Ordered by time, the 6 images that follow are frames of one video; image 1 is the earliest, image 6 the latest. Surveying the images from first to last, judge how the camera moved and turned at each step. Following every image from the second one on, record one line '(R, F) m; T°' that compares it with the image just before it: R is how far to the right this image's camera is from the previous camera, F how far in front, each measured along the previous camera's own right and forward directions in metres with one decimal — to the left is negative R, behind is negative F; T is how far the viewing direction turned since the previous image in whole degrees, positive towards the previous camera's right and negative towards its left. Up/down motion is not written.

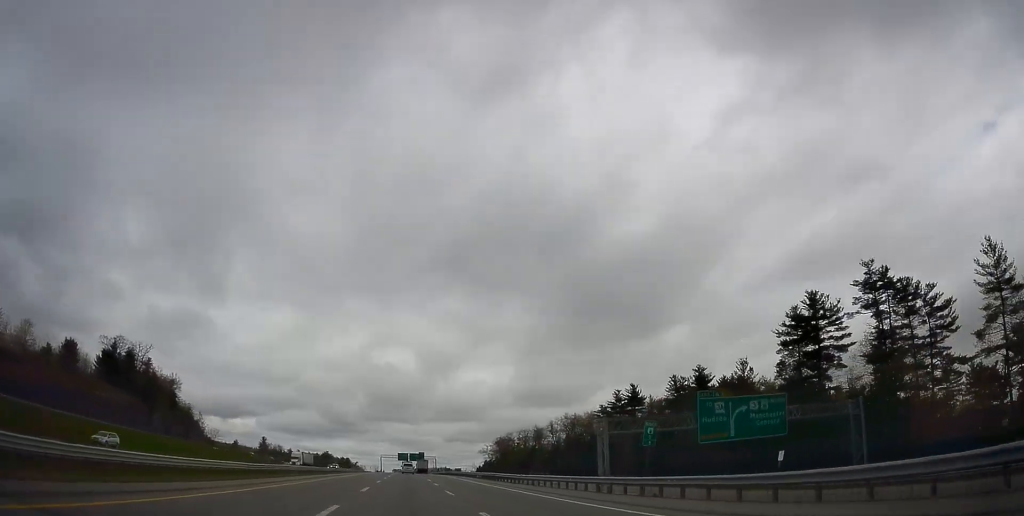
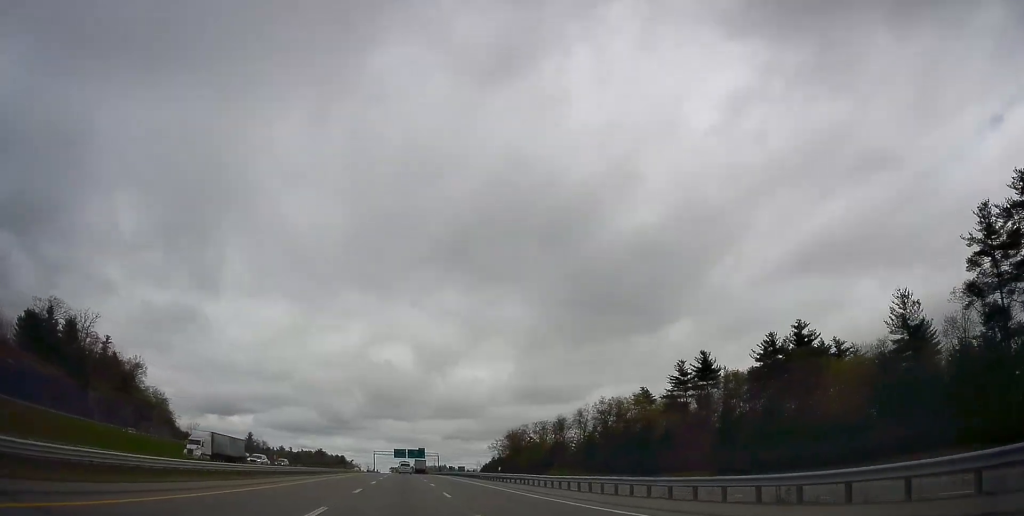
(+0.2, +37.6) m; +1°
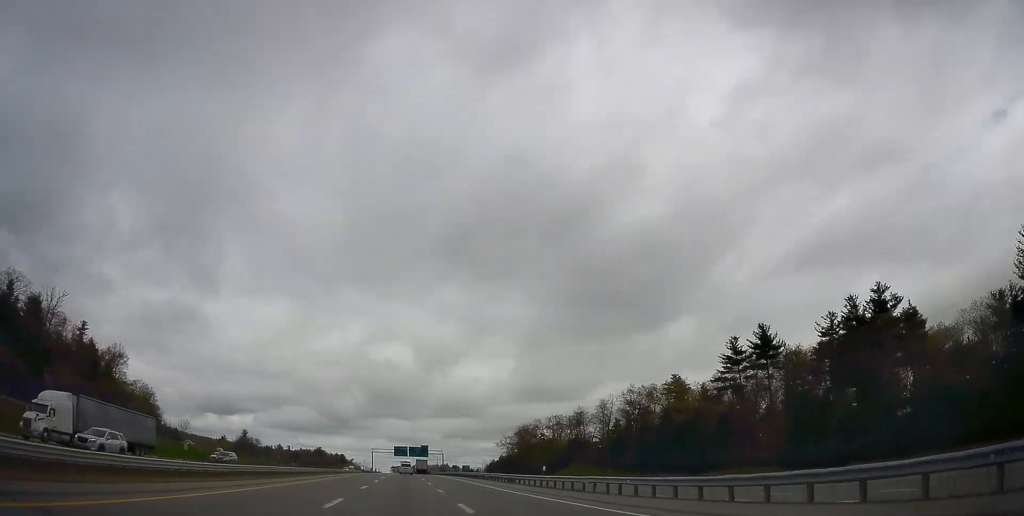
(+0.2, +19.6) m; 0°
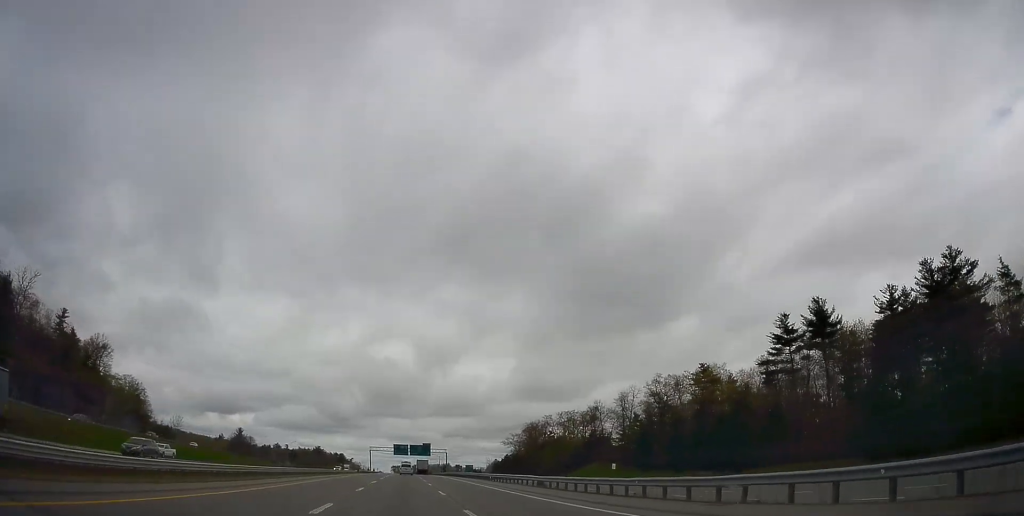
(-0.1, +14.3) m; 0°
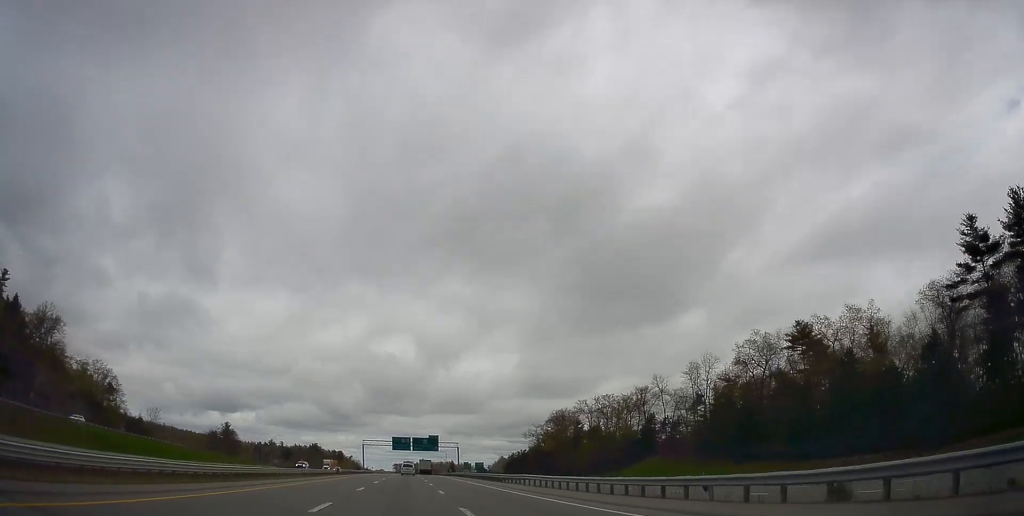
(-0.2, +35.9) m; 0°
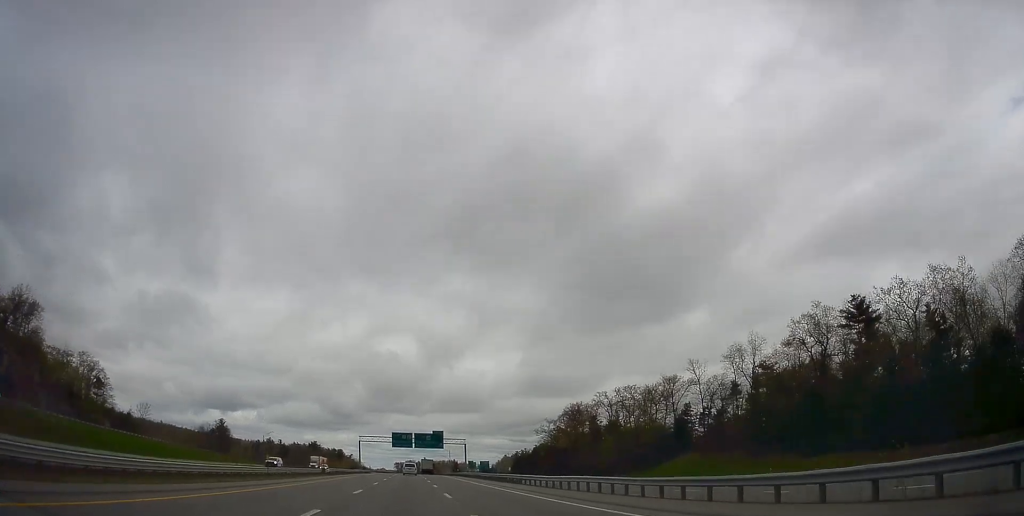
(-0.1, +14.8) m; 0°
